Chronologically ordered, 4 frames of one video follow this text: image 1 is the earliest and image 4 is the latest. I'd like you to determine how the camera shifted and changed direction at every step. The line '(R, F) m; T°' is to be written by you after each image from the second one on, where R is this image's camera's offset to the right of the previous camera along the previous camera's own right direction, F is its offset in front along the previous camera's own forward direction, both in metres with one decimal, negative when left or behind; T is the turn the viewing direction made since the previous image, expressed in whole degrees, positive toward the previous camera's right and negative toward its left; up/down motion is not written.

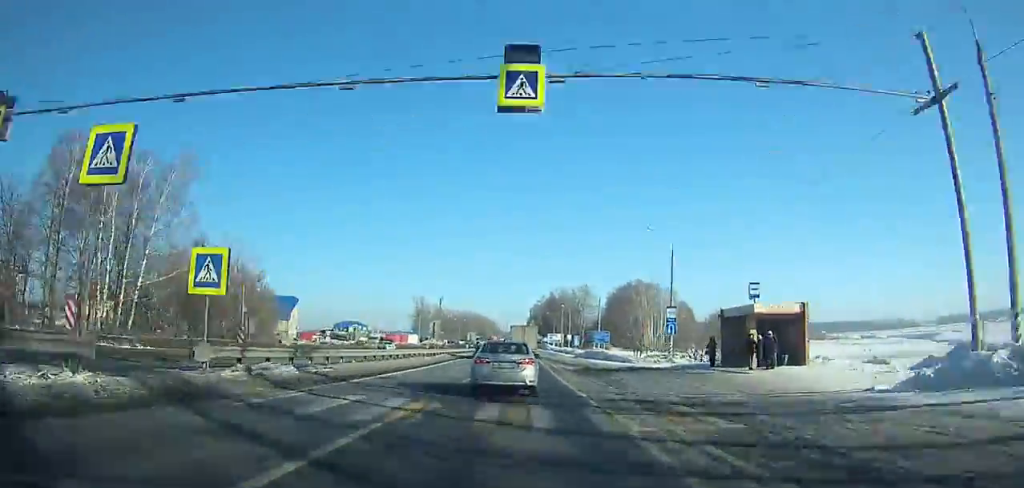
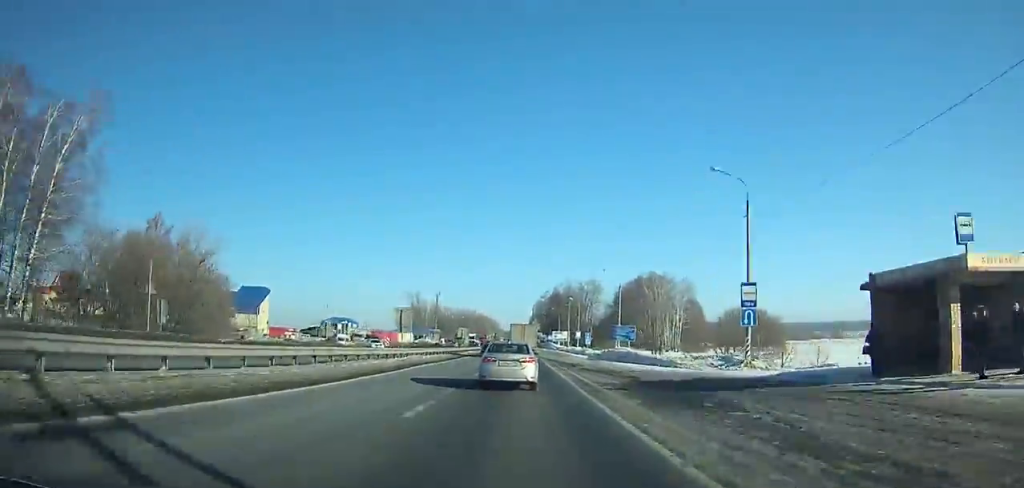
(+0.1, +17.1) m; -1°
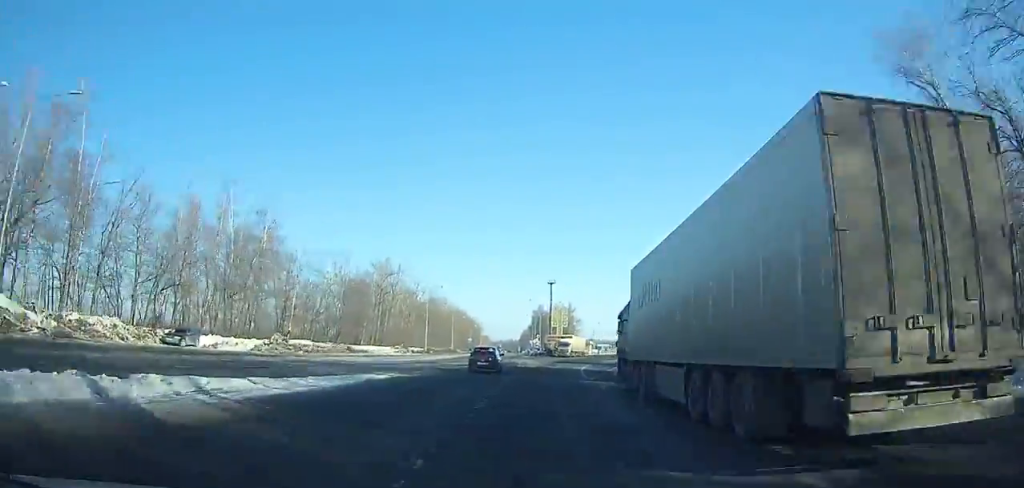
(+1.4, +235.3) m; +5°
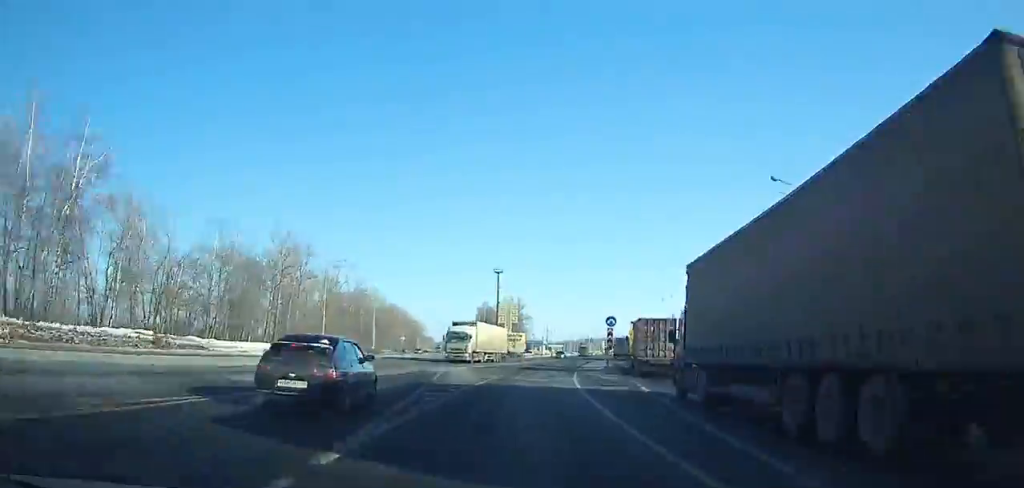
(+1.4, +29.2) m; +4°
